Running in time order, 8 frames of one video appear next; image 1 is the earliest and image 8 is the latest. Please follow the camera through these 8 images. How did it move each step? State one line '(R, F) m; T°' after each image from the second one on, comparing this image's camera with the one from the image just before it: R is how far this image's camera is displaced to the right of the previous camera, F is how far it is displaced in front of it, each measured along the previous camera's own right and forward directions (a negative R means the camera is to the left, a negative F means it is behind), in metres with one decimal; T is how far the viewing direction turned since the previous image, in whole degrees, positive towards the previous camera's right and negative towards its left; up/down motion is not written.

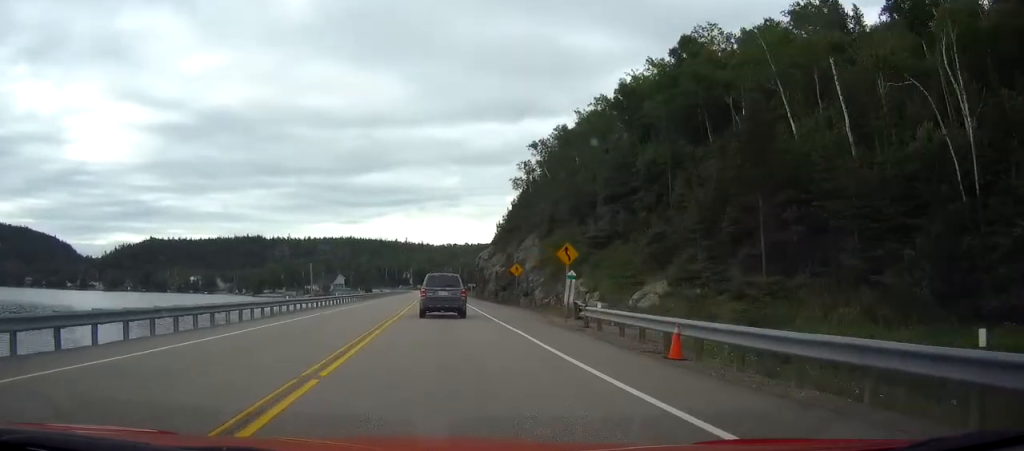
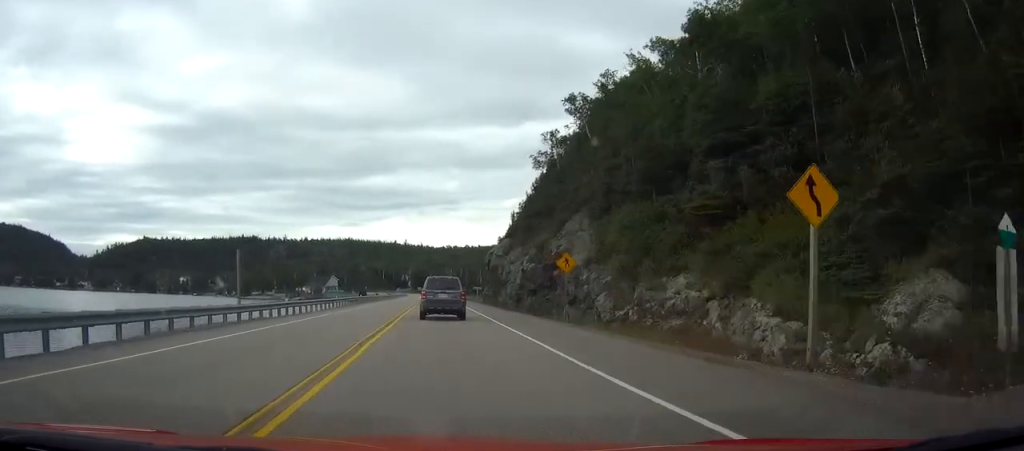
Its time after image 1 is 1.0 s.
(0.0, +19.5) m; 0°
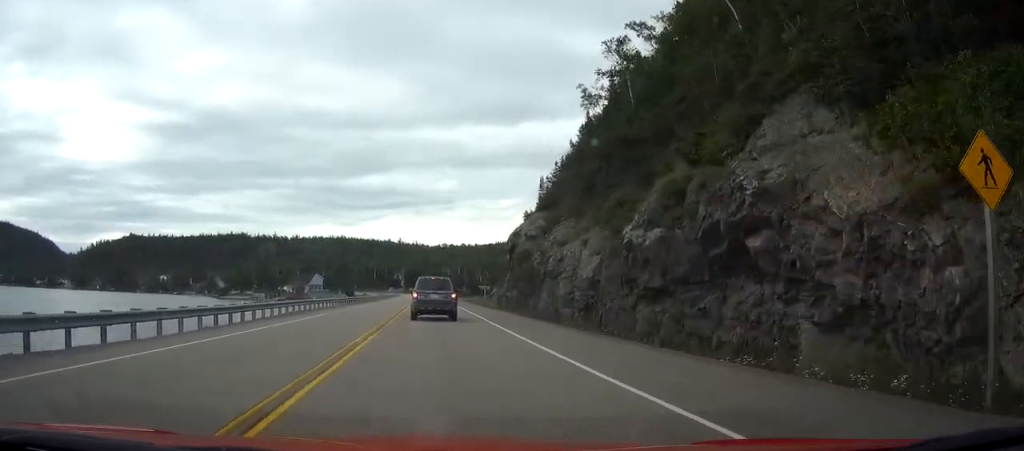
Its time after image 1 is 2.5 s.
(0.0, +26.6) m; 0°
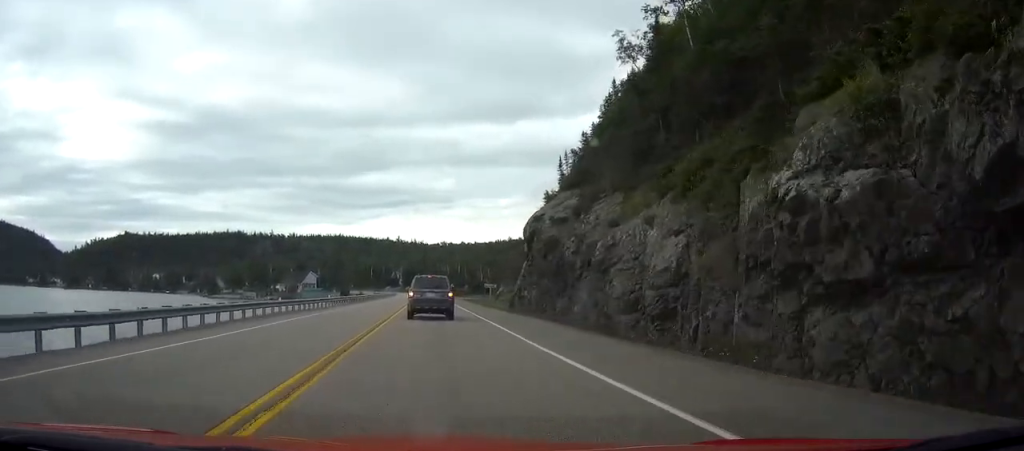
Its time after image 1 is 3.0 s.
(0.0, +10.3) m; 0°
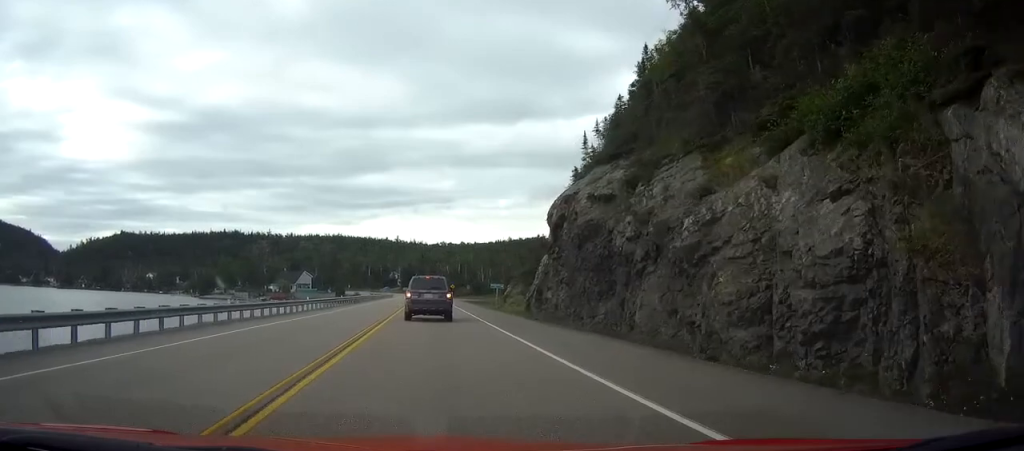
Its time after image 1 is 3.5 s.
(0.0, +9.1) m; 0°
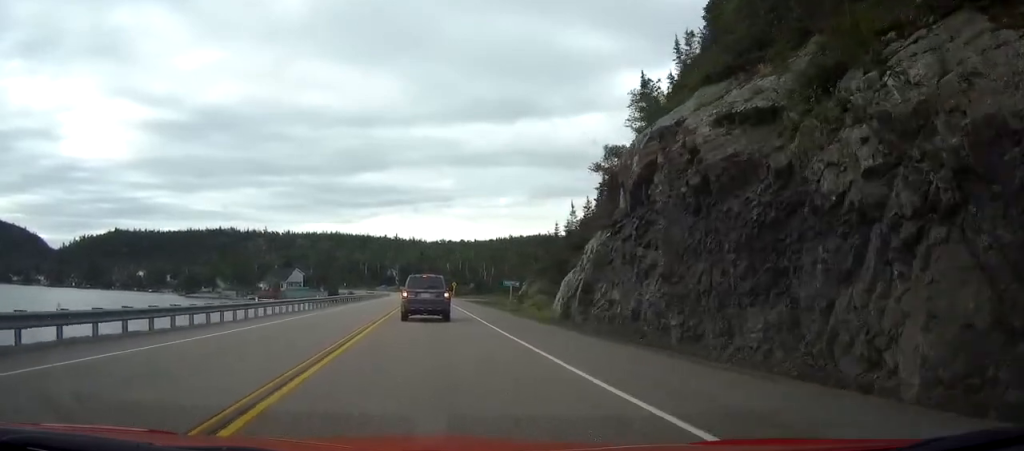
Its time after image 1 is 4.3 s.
(0.0, +13.2) m; 0°
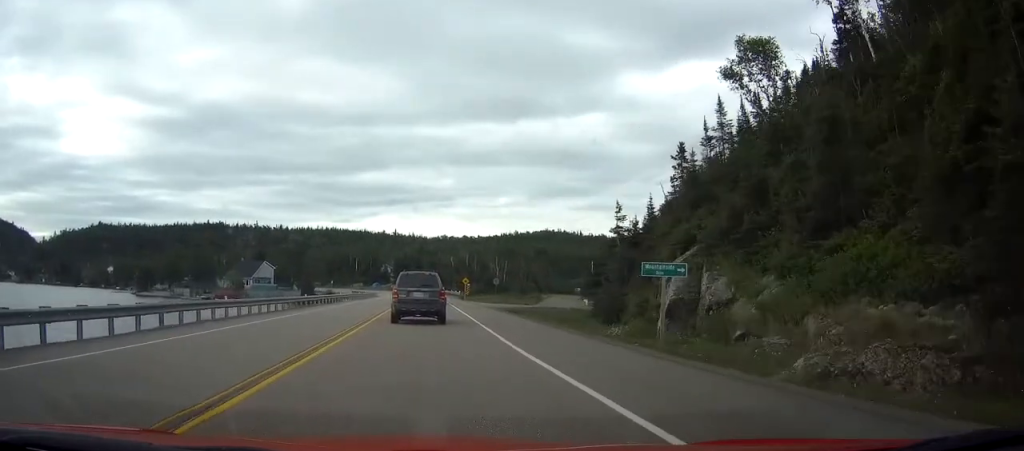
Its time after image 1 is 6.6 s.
(0.0, +40.6) m; 0°
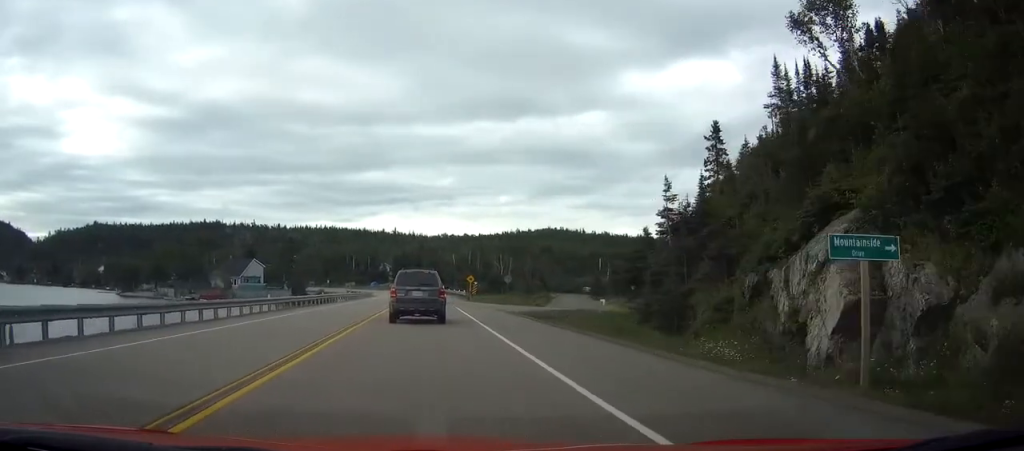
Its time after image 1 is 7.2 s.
(0.0, +11.0) m; 0°
